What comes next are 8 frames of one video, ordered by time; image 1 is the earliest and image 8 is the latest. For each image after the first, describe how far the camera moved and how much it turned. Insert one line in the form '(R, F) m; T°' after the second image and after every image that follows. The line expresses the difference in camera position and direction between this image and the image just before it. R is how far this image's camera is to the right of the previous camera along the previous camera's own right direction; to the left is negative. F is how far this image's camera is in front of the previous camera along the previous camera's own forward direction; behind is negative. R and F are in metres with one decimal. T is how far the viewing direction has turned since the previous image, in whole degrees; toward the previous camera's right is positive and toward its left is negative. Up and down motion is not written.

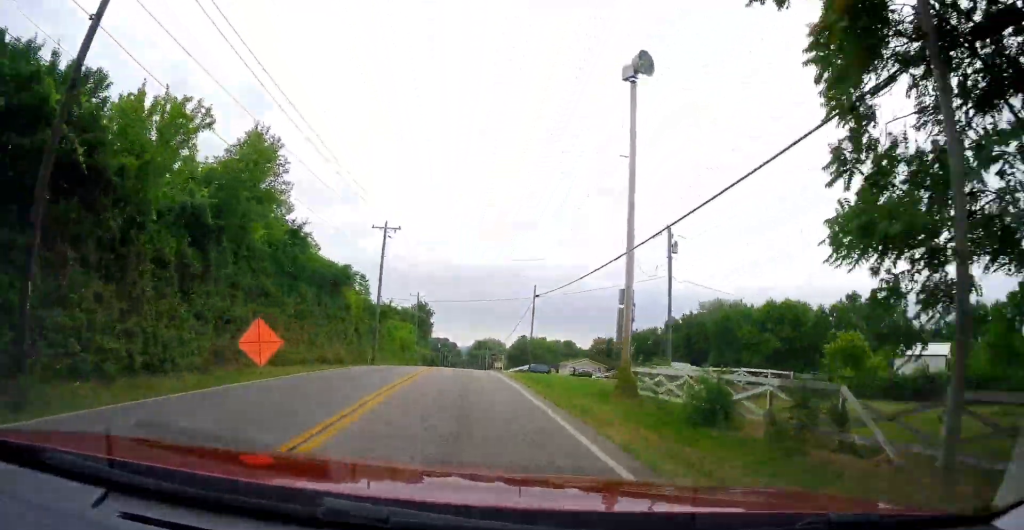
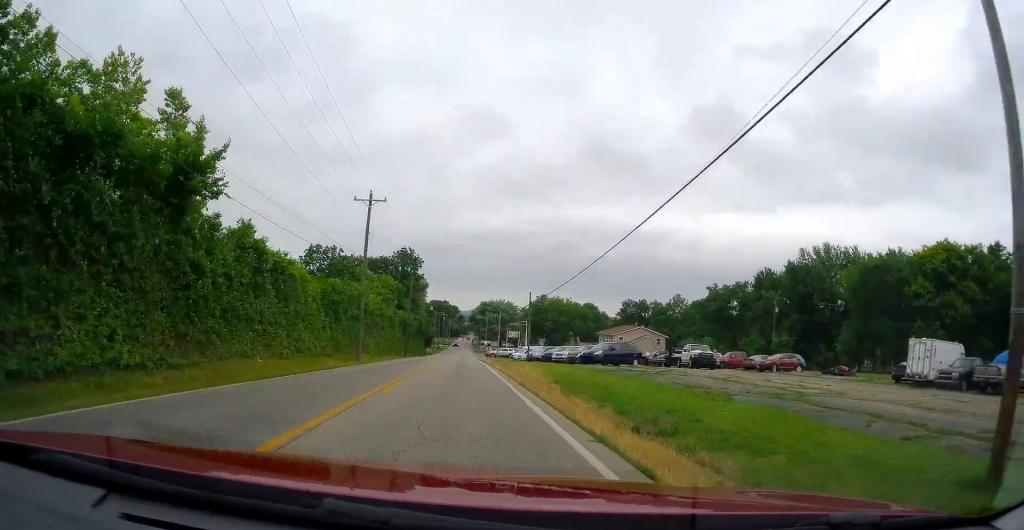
(+0.8, +46.6) m; +2°
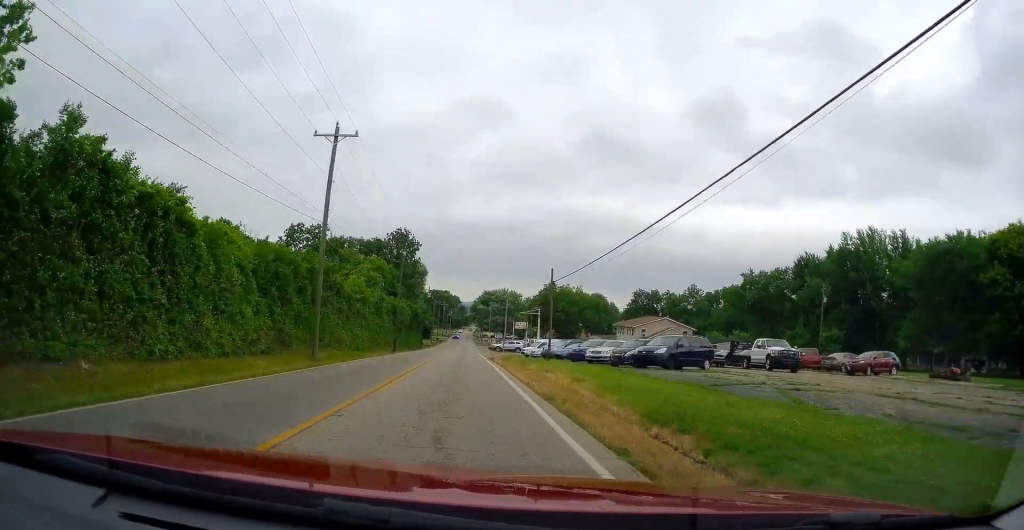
(-0.2, +12.8) m; 0°
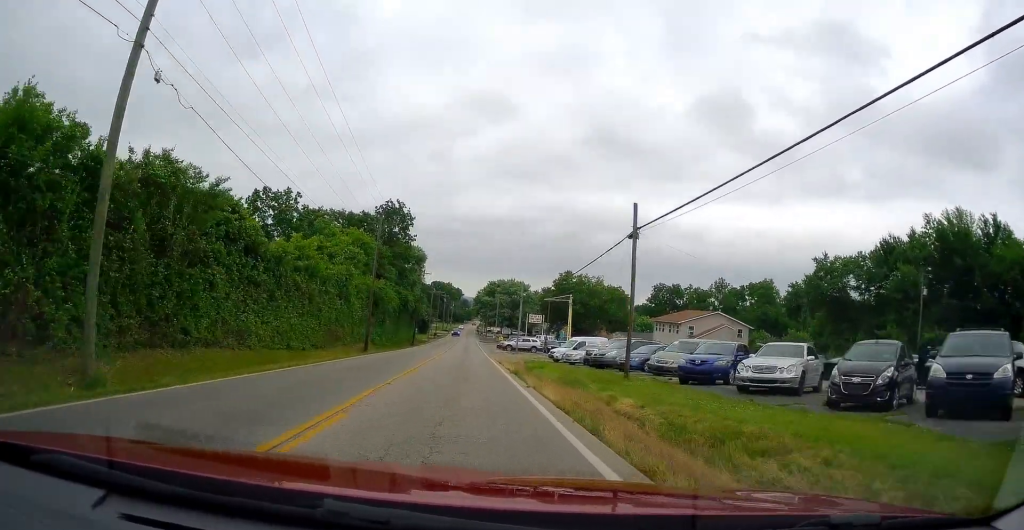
(+0.4, +19.7) m; 0°
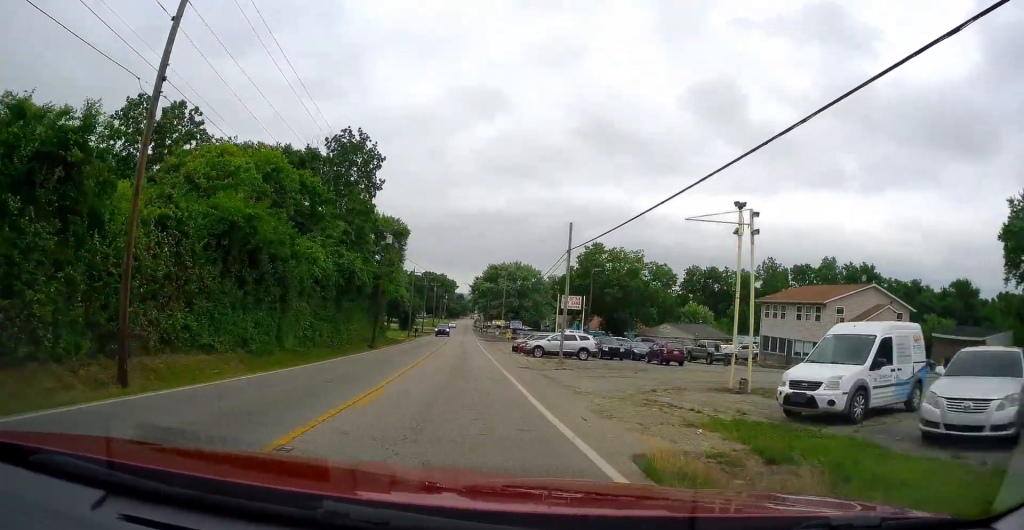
(-0.5, +33.8) m; 0°
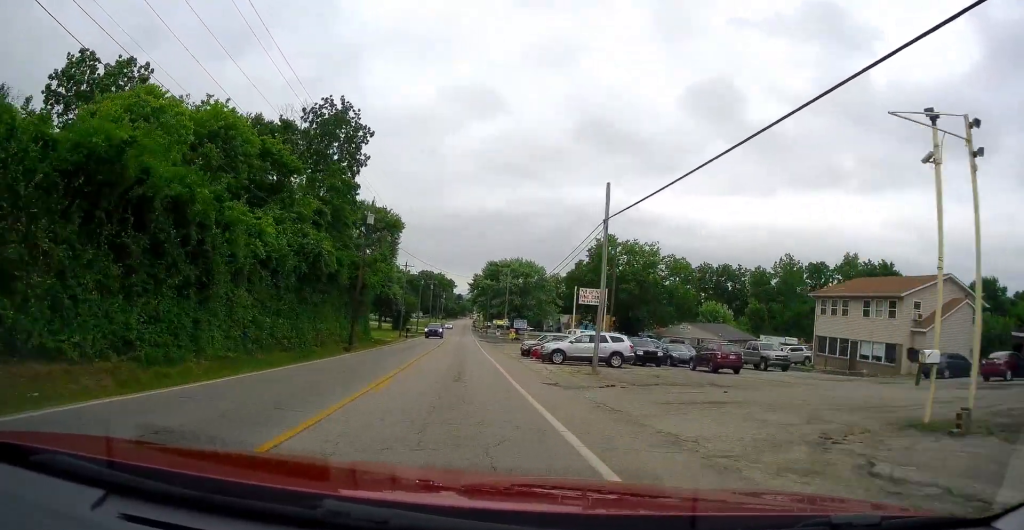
(0.0, +9.6) m; 0°
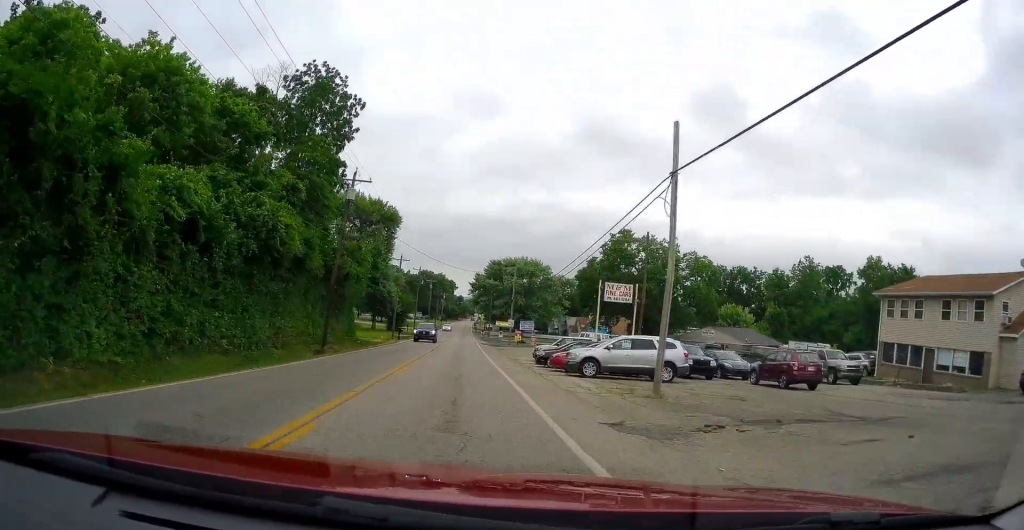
(+0.2, +8.2) m; 0°
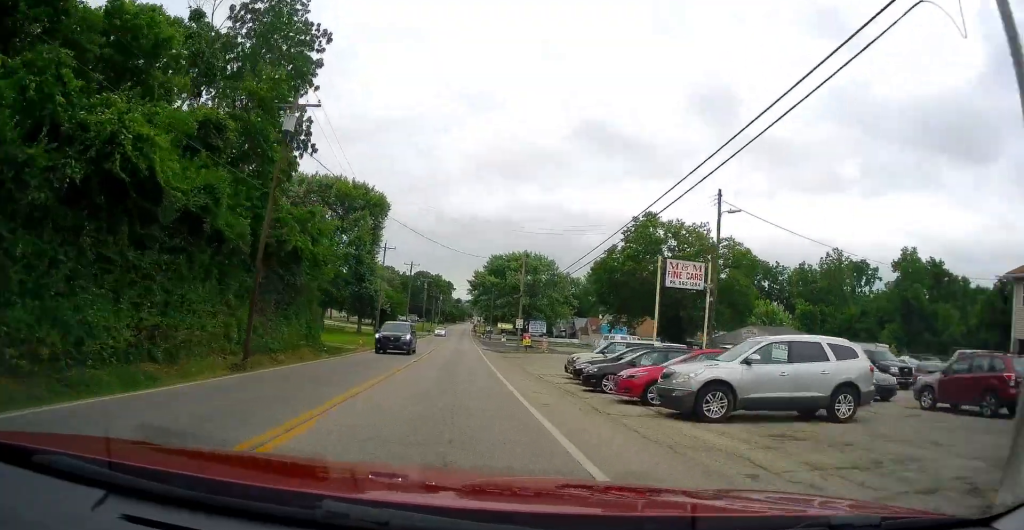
(+0.1, +12.3) m; 0°
